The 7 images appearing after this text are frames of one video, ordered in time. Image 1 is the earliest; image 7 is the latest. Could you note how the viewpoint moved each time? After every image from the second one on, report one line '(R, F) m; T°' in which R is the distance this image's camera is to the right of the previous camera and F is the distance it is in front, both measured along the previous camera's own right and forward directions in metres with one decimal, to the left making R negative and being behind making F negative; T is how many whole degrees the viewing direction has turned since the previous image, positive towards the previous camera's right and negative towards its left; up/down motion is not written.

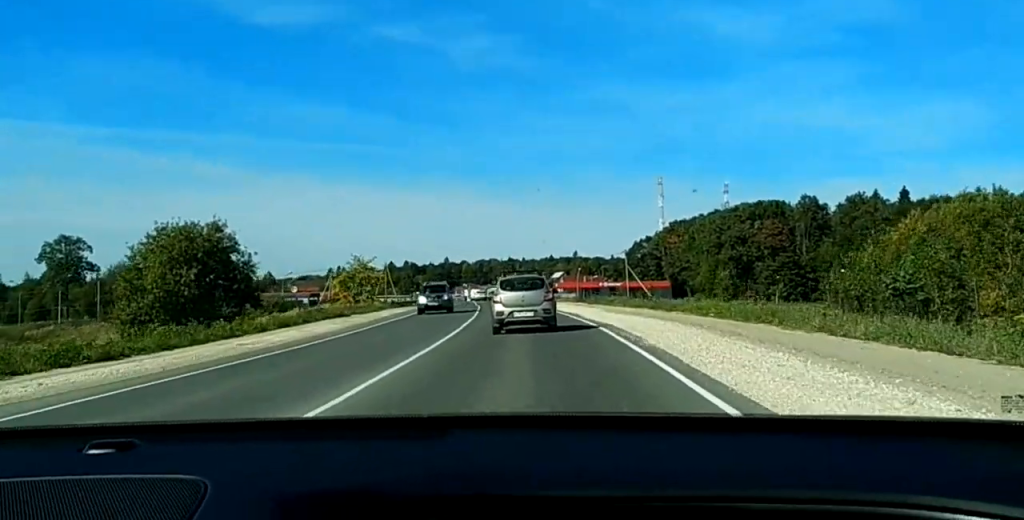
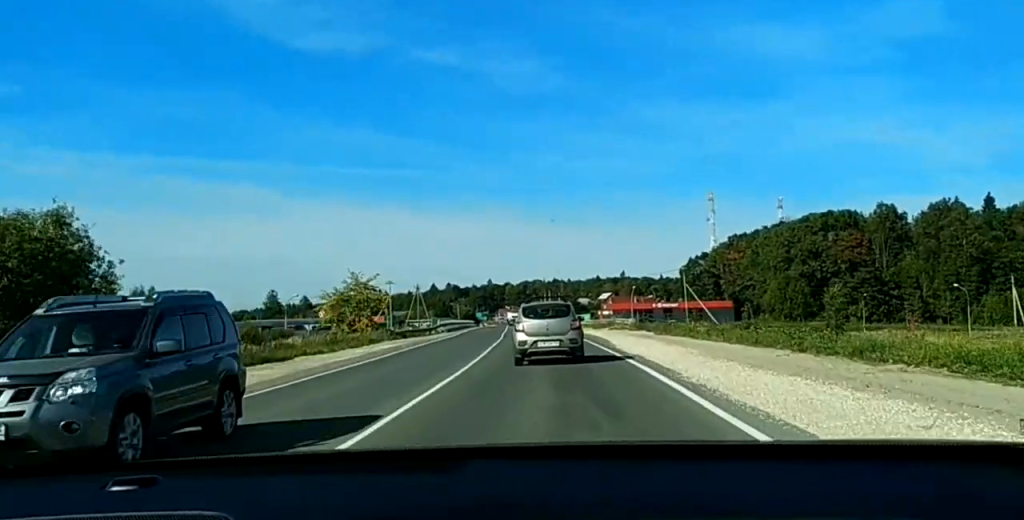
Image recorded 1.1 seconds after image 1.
(-0.4, +19.9) m; -1°
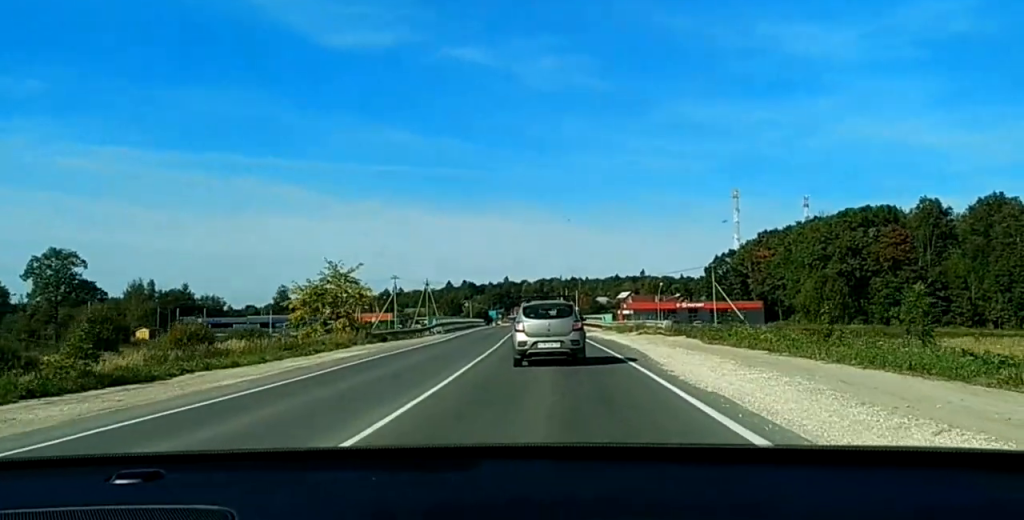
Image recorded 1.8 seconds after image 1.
(0.0, +11.7) m; 0°
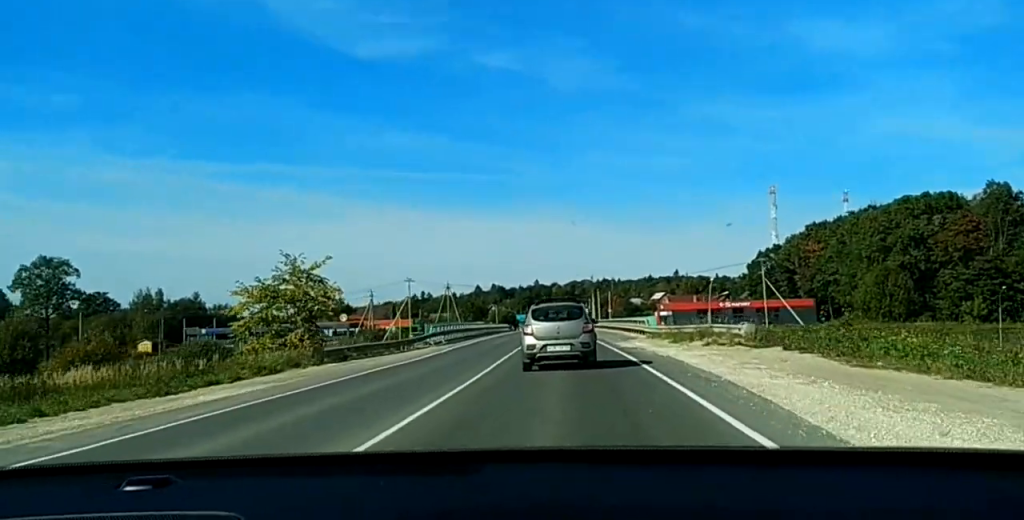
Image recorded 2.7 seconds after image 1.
(0.0, +15.0) m; 0°
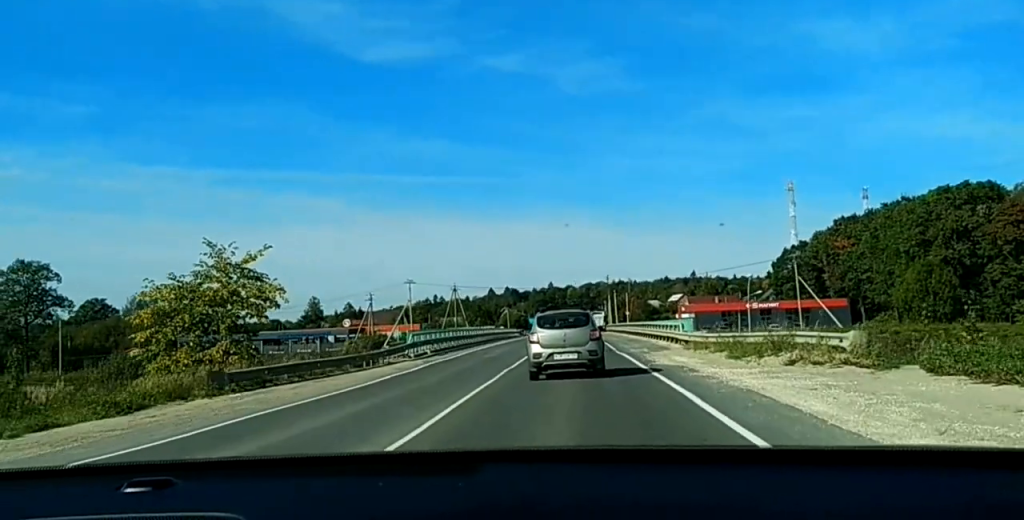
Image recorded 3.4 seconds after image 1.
(0.0, +11.4) m; 0°
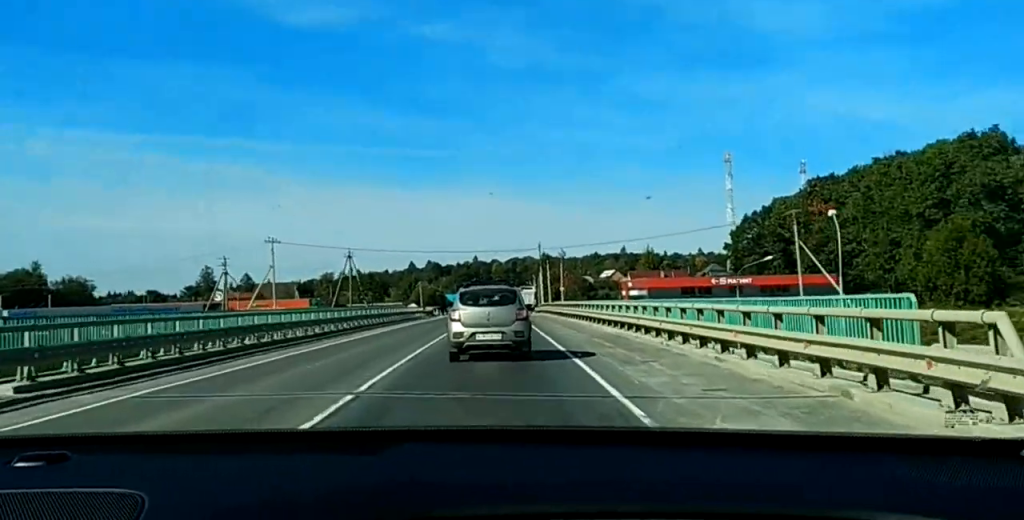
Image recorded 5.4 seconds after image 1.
(-0.6, +33.0) m; -1°
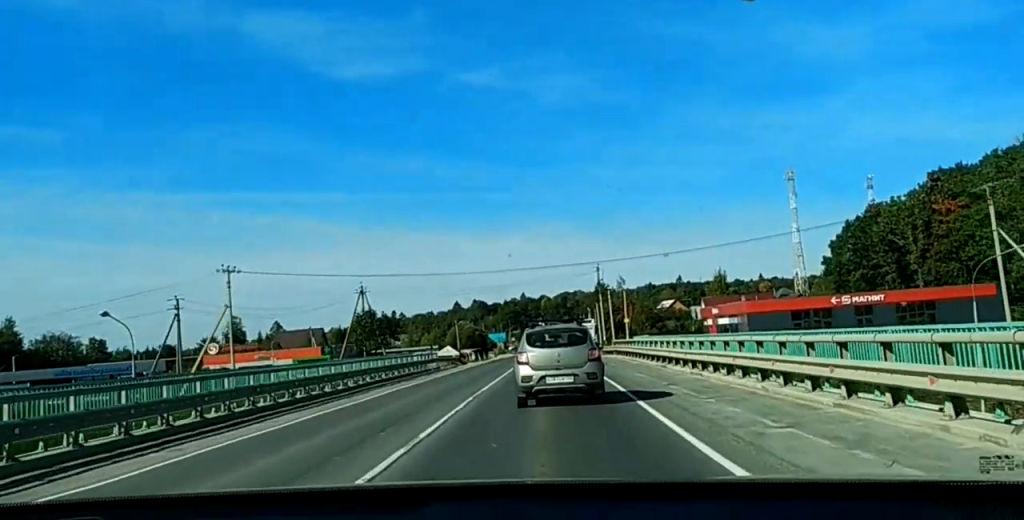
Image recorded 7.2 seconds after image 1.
(-0.3, +29.4) m; -2°
